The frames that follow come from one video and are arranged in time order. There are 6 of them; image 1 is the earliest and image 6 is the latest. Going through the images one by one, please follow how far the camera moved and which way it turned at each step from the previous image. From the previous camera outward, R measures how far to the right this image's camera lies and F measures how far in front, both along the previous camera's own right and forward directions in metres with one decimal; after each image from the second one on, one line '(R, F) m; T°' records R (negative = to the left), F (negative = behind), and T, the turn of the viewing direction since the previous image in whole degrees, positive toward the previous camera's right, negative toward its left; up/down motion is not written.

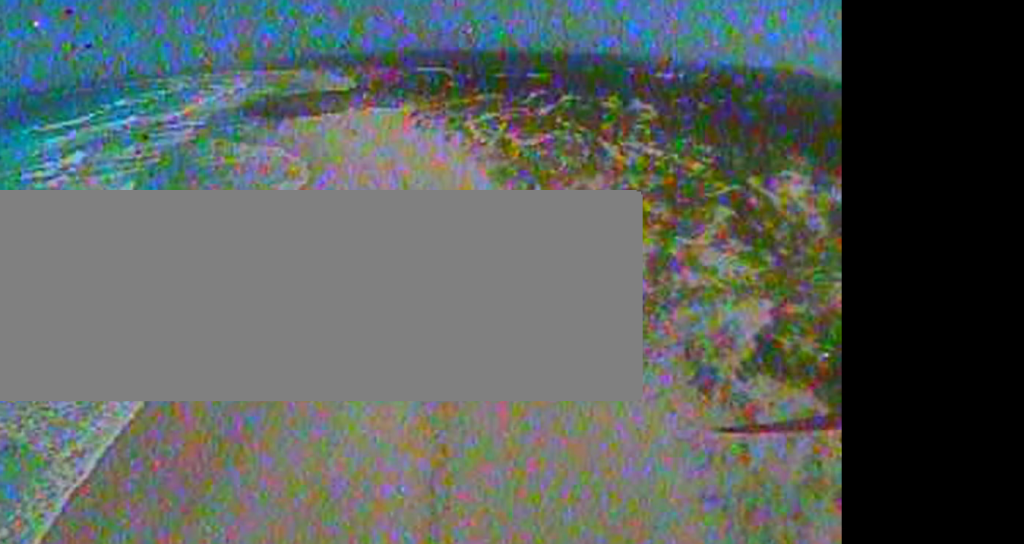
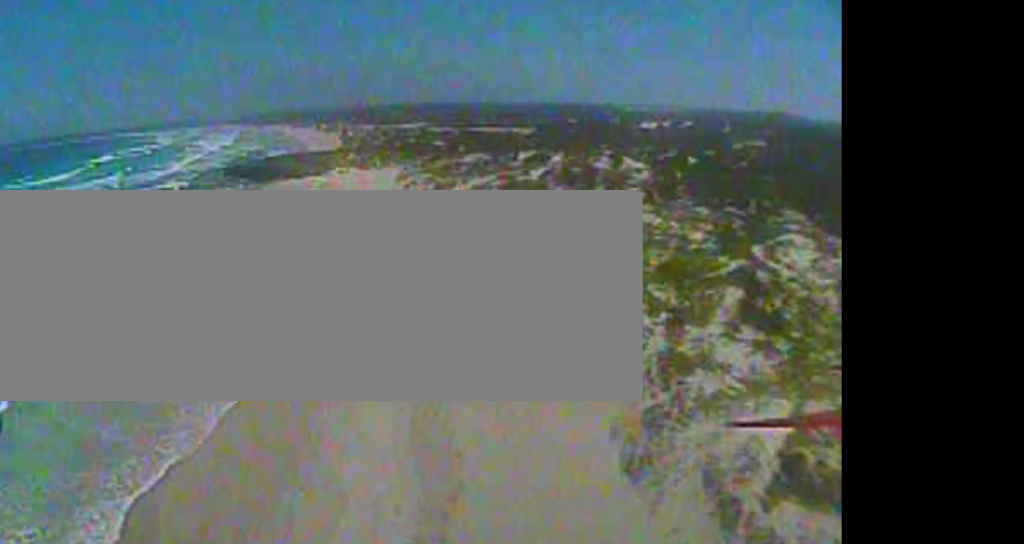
(+0.9, +8.3) m; +5°
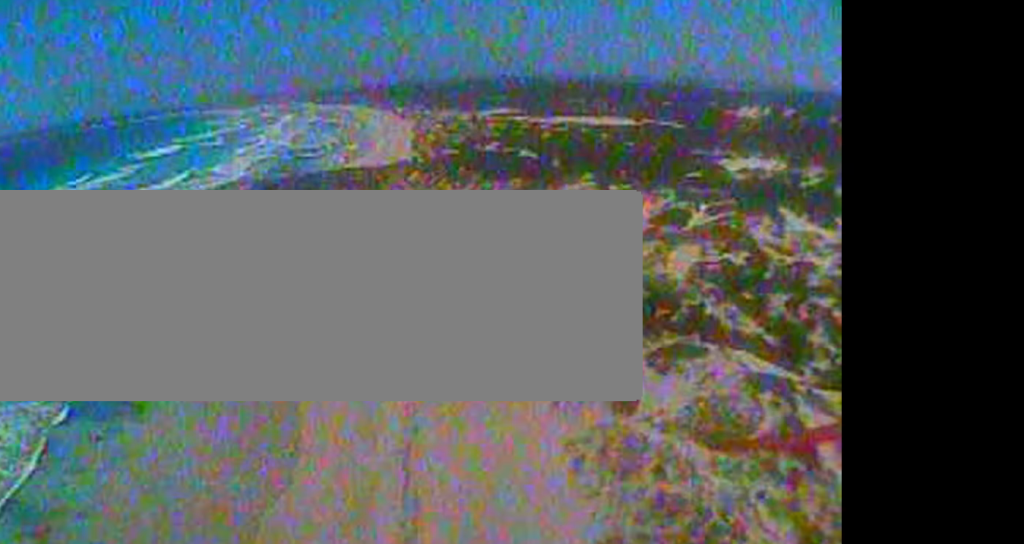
(+5.9, +77.8) m; +5°
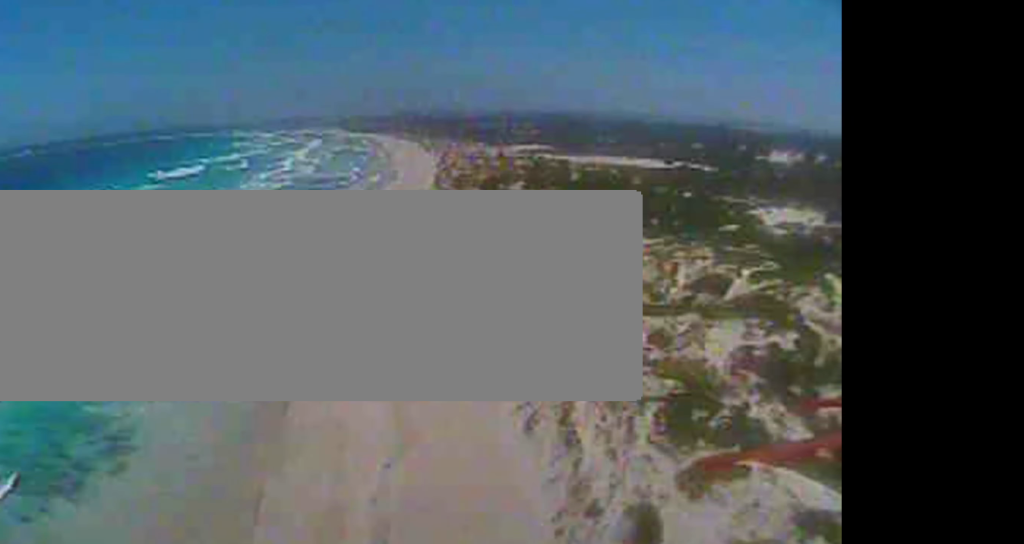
(0.0, +18.9) m; -2°
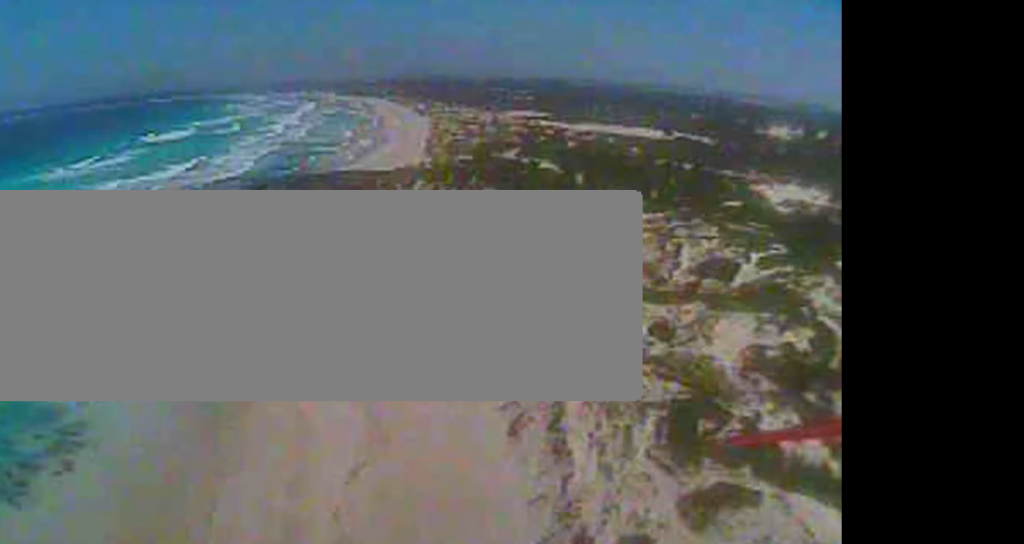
(-0.5, +10.2) m; -1°
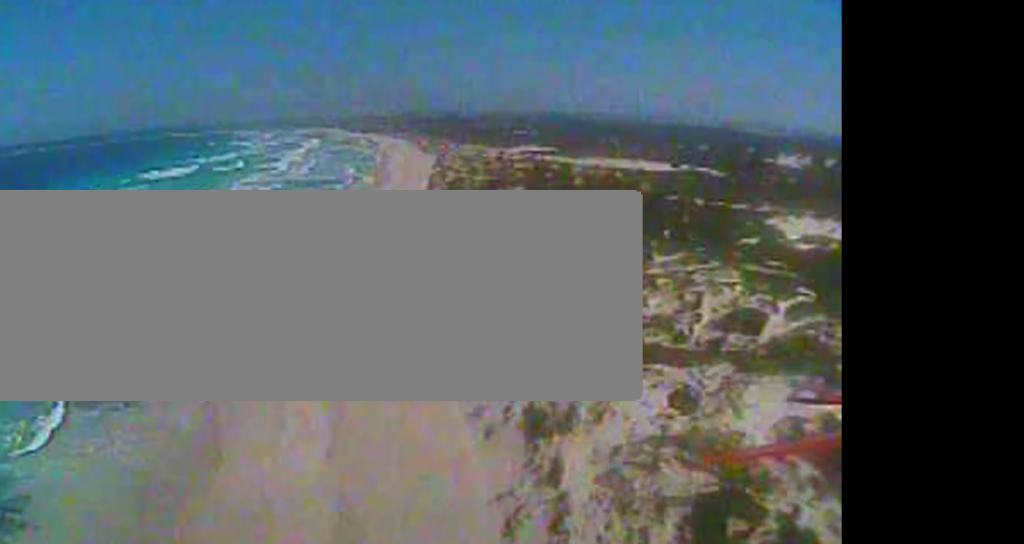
(-0.3, +13.6) m; -1°
